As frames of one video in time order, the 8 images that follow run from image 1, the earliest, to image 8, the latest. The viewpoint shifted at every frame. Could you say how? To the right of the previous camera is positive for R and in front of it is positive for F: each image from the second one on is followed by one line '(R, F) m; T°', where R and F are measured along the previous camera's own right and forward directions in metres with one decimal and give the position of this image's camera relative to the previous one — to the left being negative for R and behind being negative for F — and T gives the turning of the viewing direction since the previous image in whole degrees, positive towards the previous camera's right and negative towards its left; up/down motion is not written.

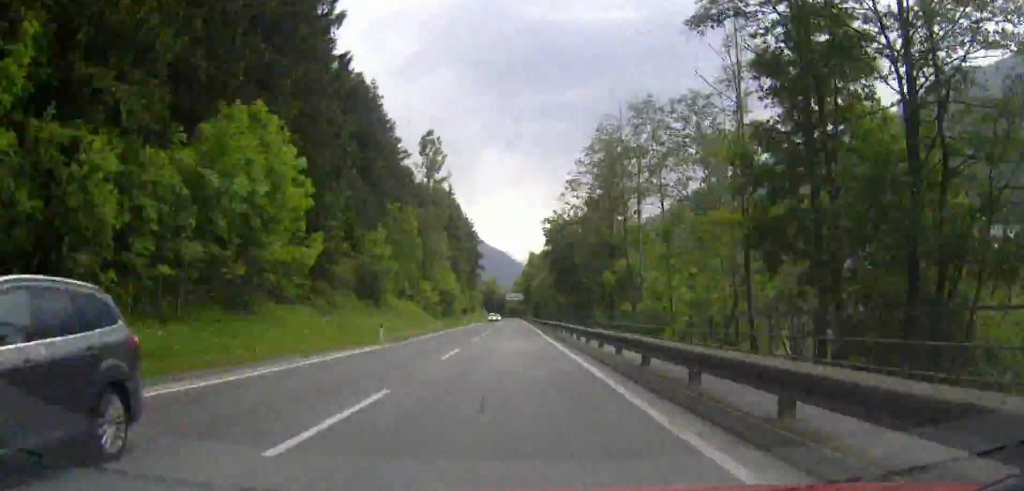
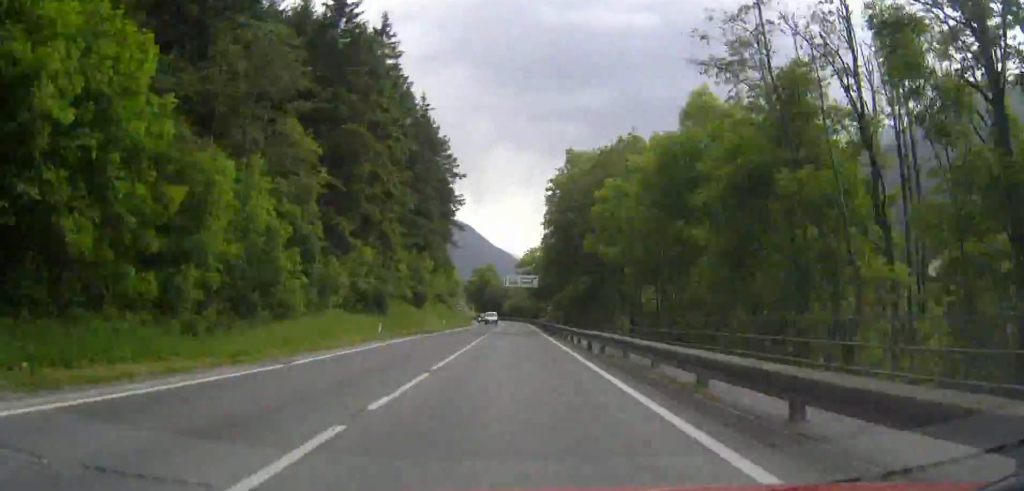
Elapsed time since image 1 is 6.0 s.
(-0.3, +92.0) m; -1°
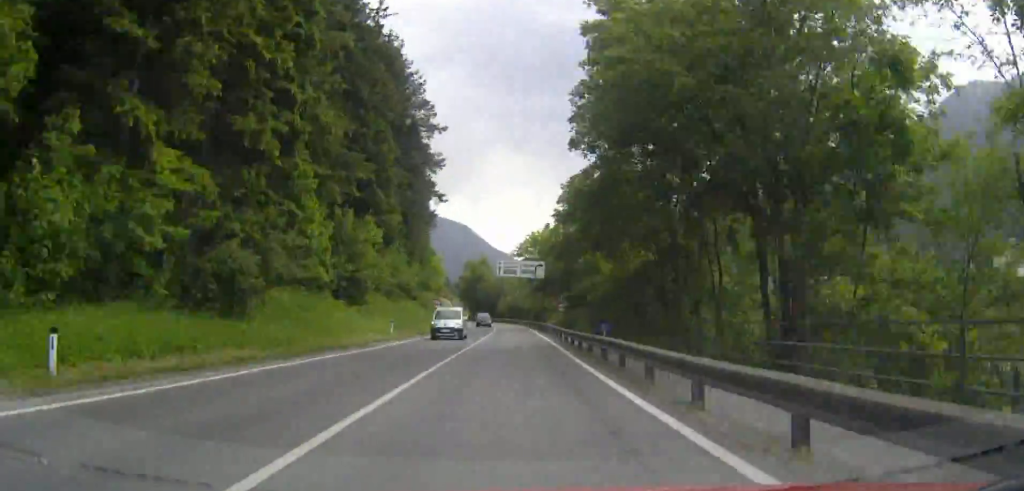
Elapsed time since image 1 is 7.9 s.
(-0.4, +27.4) m; 0°
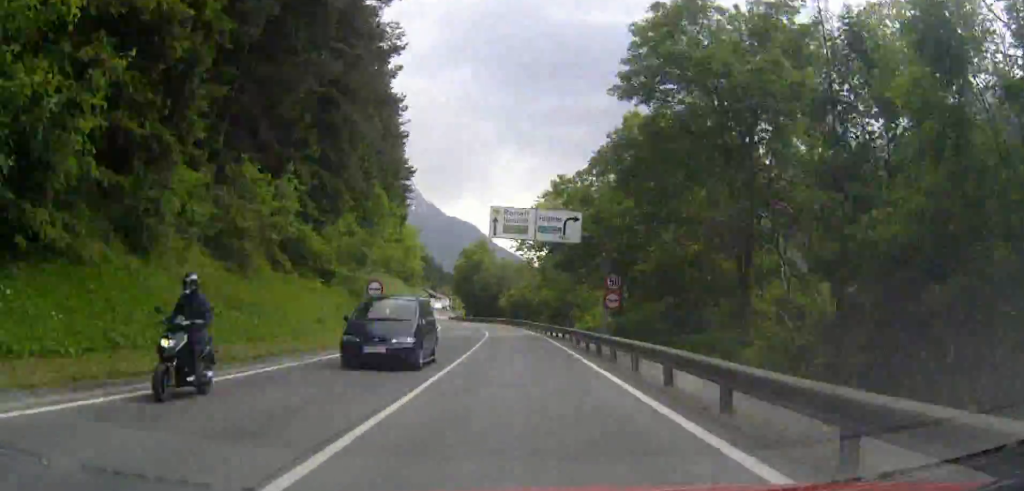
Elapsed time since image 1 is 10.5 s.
(+0.5, +35.6) m; +1°
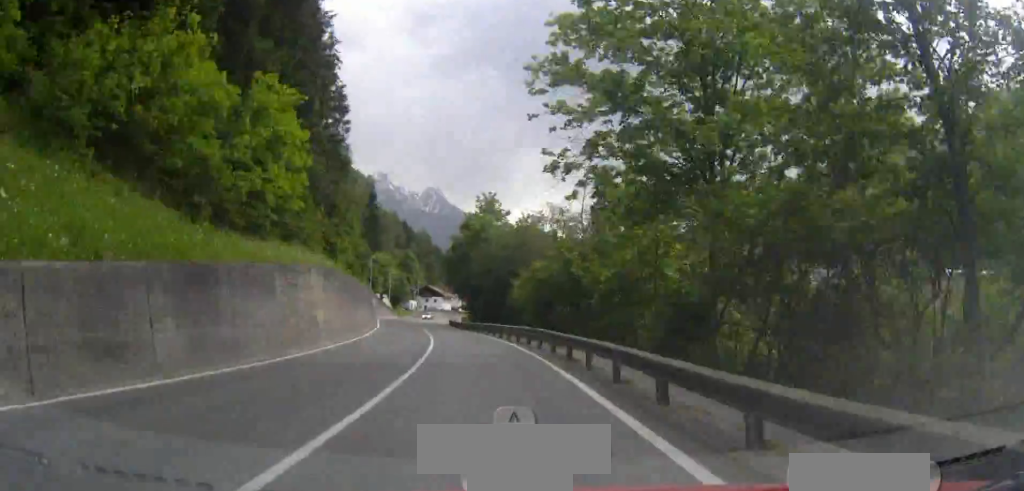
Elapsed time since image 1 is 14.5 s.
(-0.5, +51.8) m; -3°
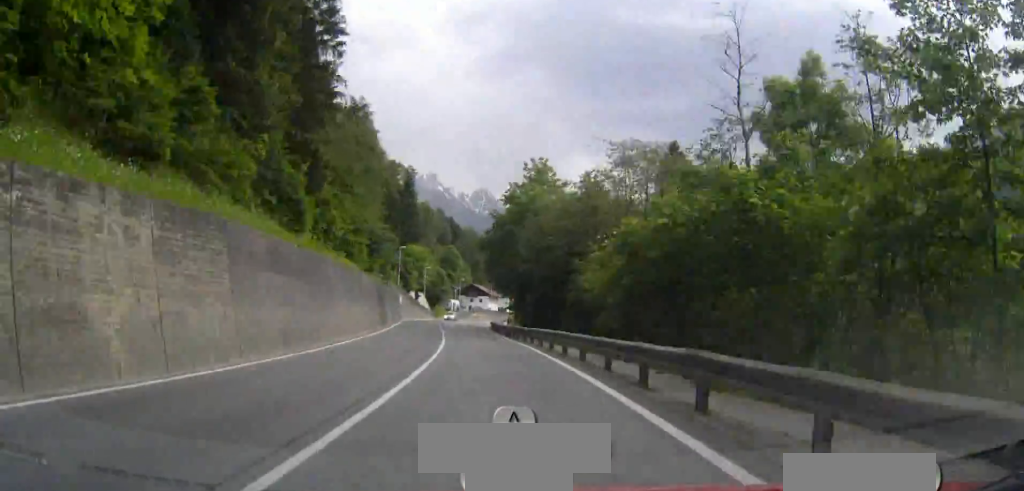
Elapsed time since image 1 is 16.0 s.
(-0.5, +18.7) m; -2°
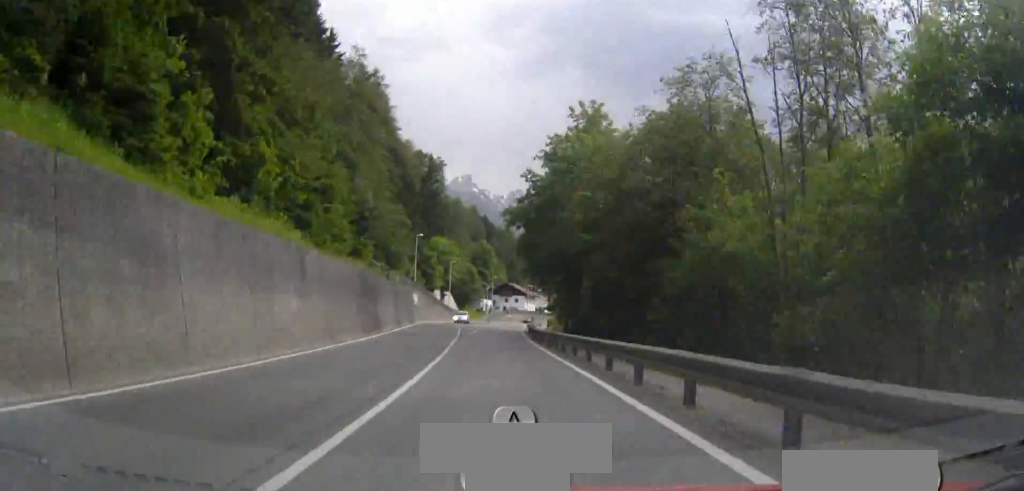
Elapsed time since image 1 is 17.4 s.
(-0.3, +17.0) m; -1°
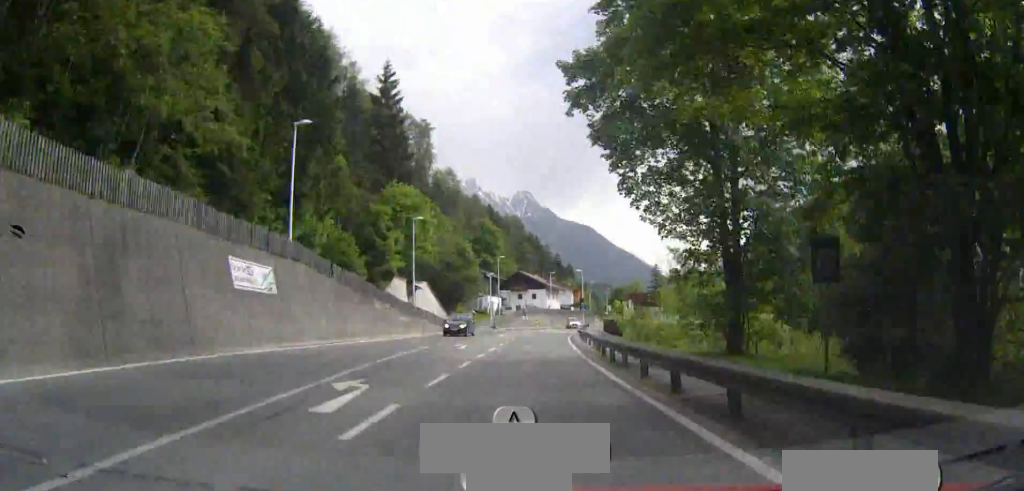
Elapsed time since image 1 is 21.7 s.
(-1.0, +48.8) m; -1°
